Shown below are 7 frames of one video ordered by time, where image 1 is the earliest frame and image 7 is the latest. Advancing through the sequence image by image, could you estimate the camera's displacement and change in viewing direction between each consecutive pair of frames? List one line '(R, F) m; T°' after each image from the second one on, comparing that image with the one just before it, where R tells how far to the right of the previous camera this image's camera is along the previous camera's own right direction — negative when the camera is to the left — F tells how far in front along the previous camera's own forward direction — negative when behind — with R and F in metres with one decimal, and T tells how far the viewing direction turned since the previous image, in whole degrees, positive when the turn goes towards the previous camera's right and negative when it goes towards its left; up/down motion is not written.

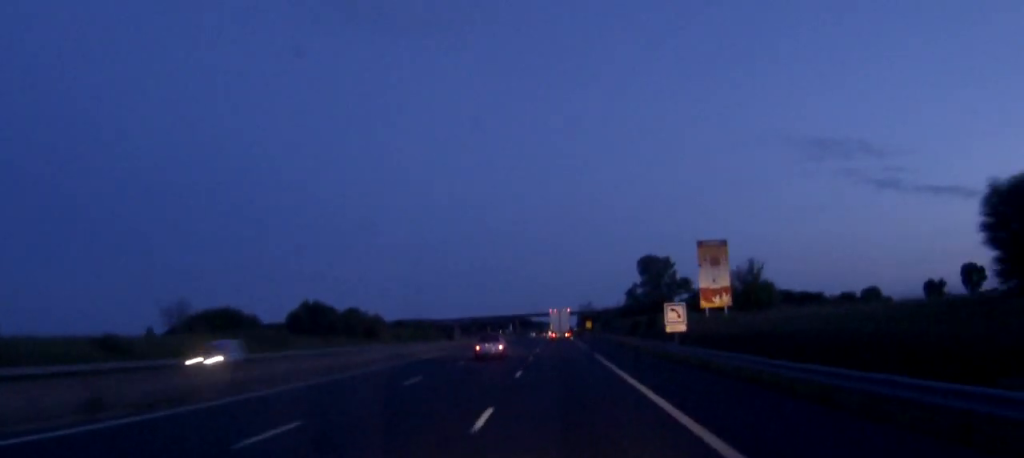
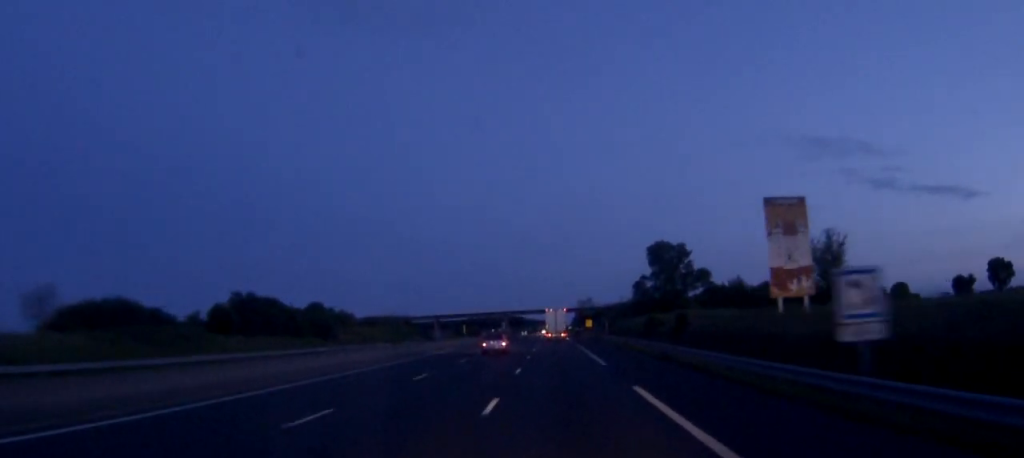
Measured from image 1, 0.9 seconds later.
(0.0, +23.9) m; 0°
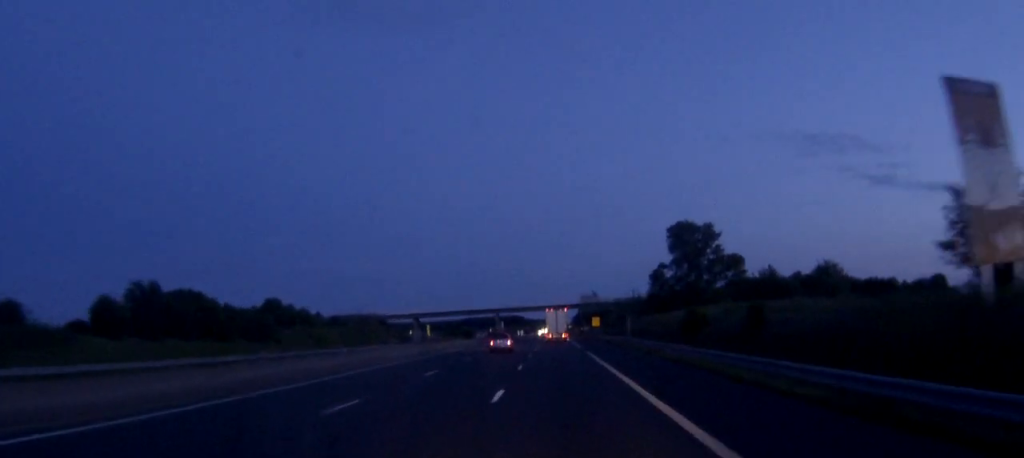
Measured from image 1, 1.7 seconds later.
(0.0, +24.1) m; 0°
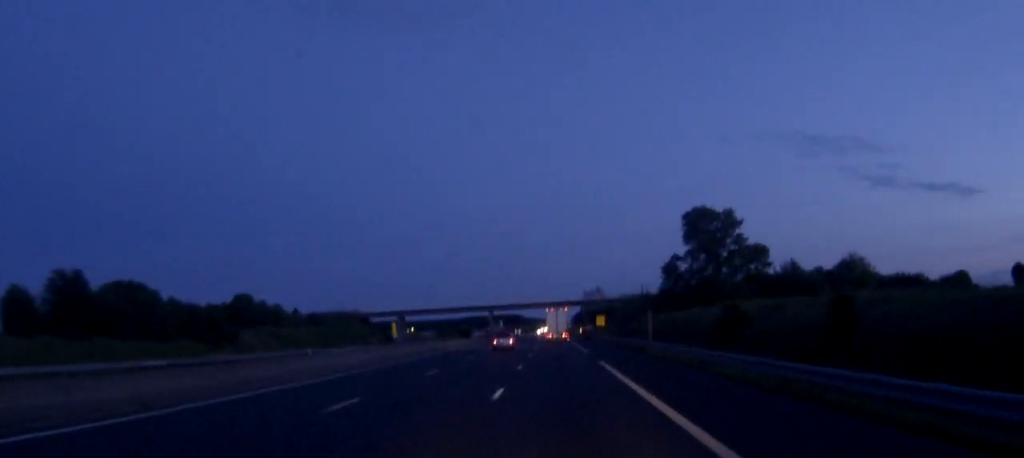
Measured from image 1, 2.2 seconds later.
(0.0, +13.1) m; 0°
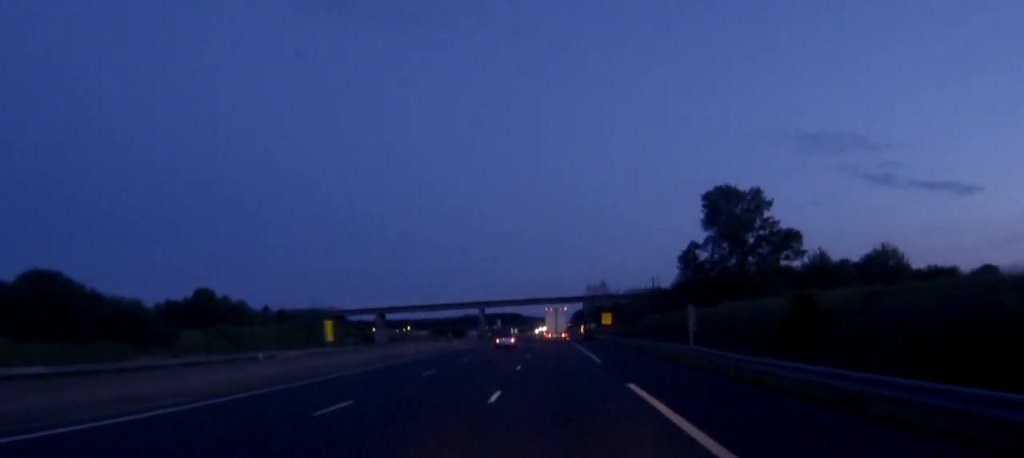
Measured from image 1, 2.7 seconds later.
(0.0, +14.3) m; 0°
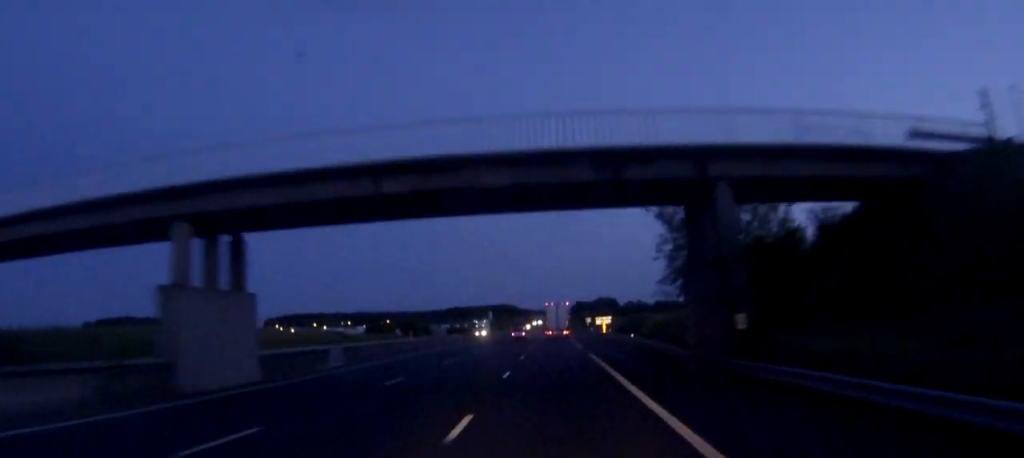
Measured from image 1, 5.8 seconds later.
(+0.3, +94.0) m; 0°
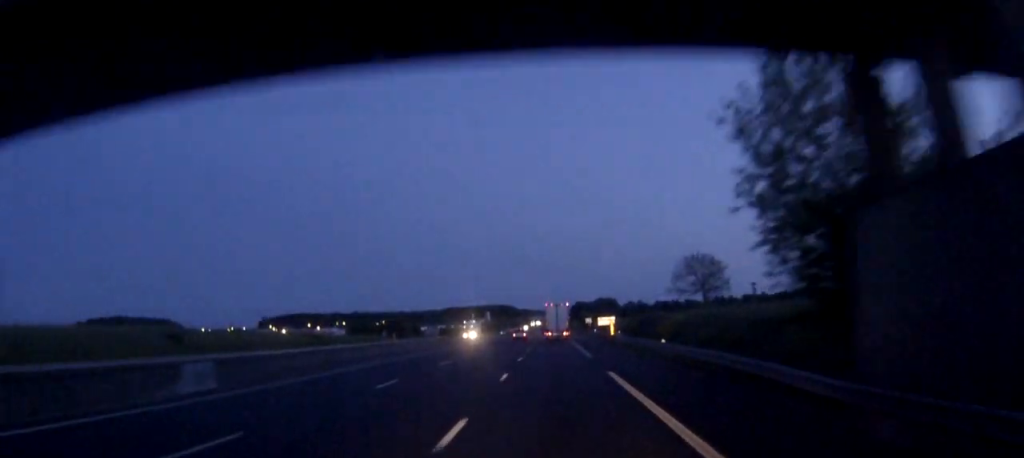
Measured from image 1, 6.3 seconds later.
(+0.1, +17.0) m; 0°
